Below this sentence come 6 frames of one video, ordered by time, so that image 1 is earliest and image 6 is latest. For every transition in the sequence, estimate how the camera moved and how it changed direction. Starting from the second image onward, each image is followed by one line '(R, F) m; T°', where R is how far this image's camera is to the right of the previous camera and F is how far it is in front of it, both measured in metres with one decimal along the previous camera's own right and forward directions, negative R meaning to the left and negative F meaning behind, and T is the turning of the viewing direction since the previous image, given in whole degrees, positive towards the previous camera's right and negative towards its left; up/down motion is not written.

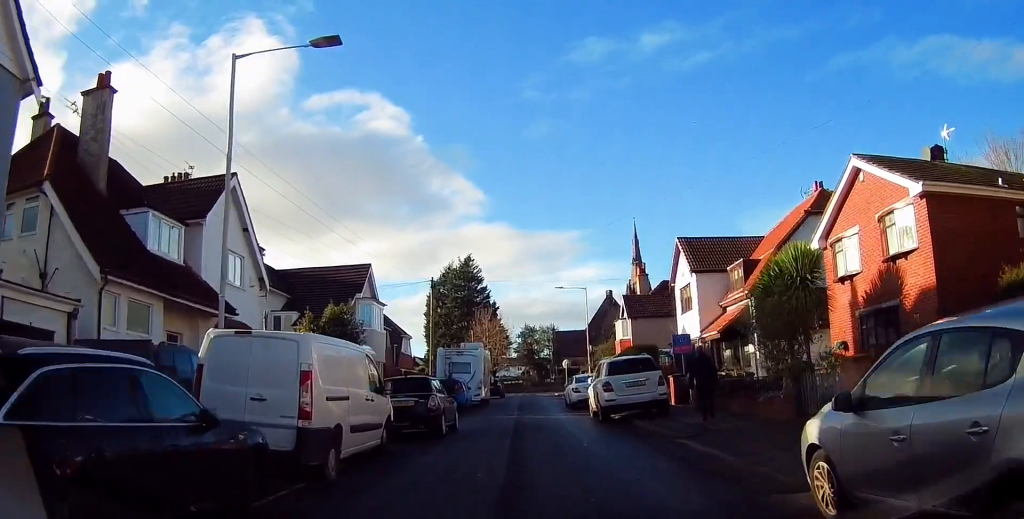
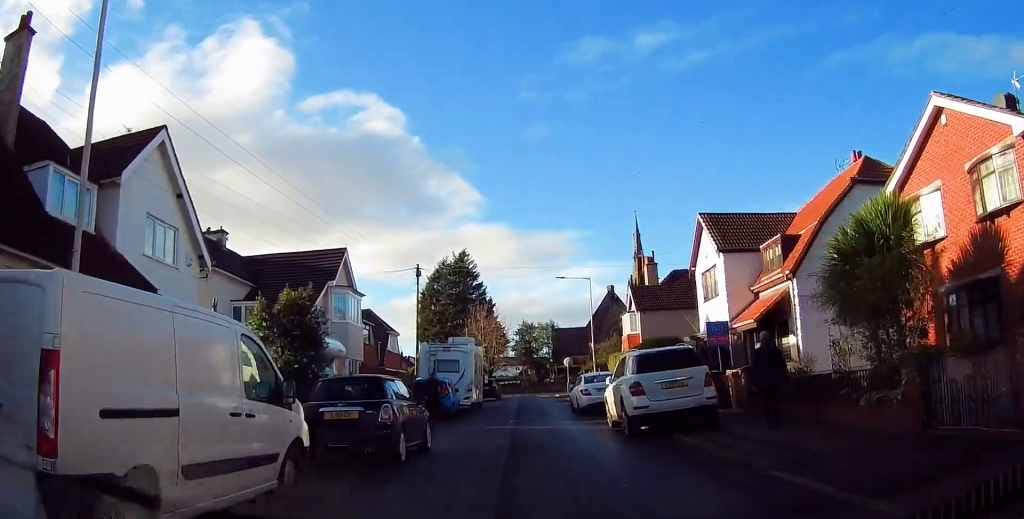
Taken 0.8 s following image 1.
(-0.2, +4.8) m; -3°
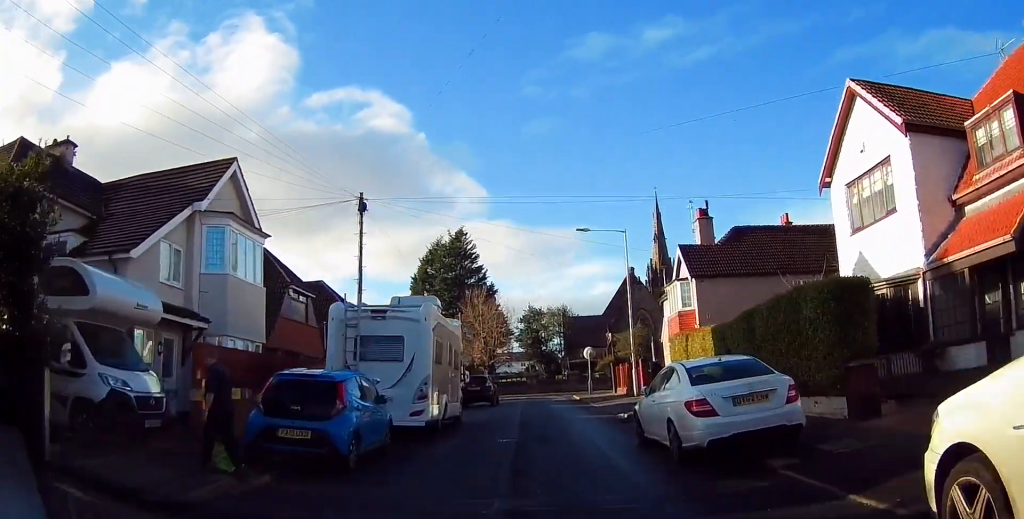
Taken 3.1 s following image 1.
(+0.5, +13.7) m; +4°
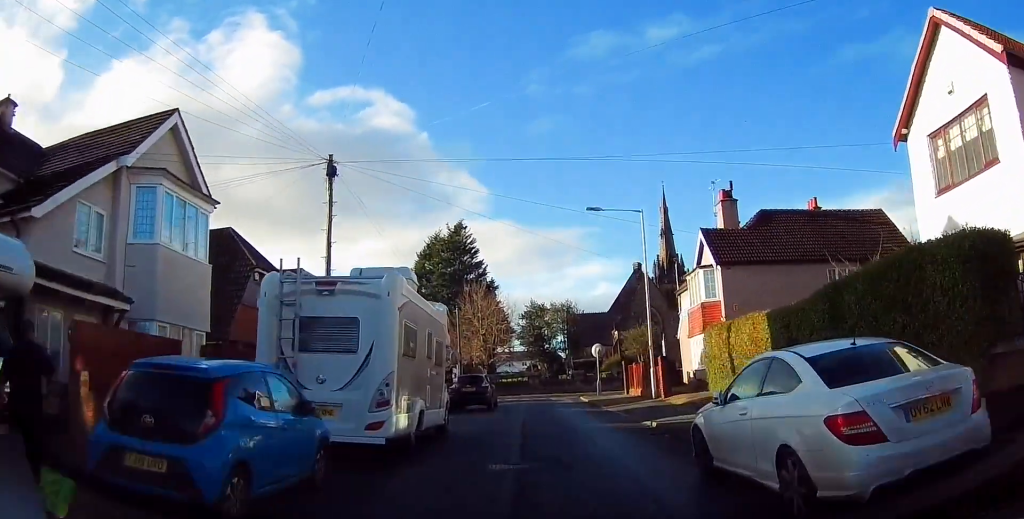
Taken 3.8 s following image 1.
(0.0, +3.9) m; 0°
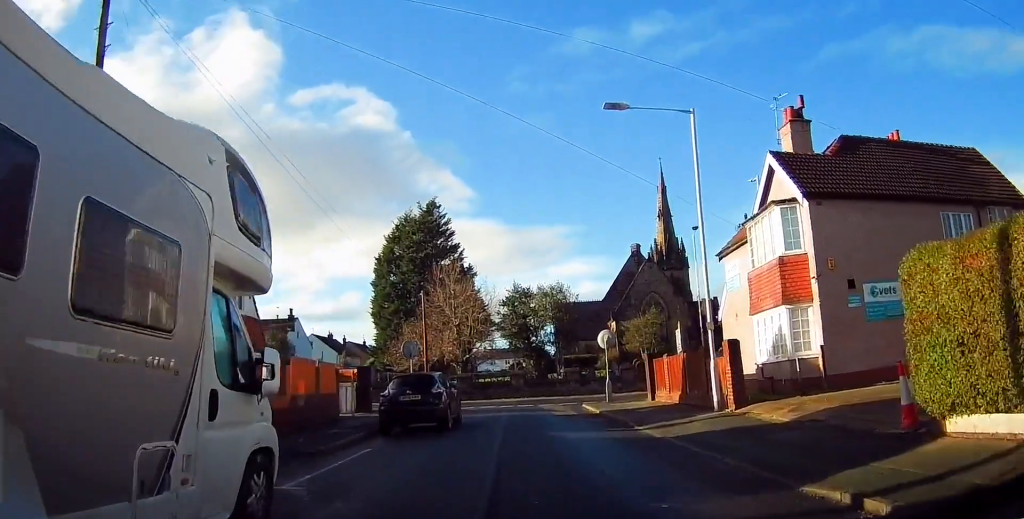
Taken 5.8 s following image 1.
(0.0, +10.8) m; 0°
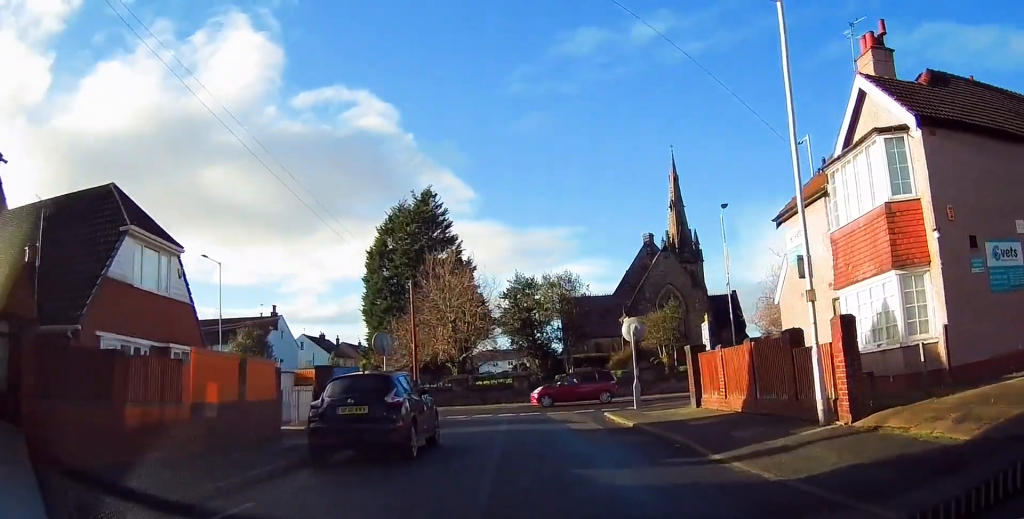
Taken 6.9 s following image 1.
(0.0, +5.8) m; -1°
